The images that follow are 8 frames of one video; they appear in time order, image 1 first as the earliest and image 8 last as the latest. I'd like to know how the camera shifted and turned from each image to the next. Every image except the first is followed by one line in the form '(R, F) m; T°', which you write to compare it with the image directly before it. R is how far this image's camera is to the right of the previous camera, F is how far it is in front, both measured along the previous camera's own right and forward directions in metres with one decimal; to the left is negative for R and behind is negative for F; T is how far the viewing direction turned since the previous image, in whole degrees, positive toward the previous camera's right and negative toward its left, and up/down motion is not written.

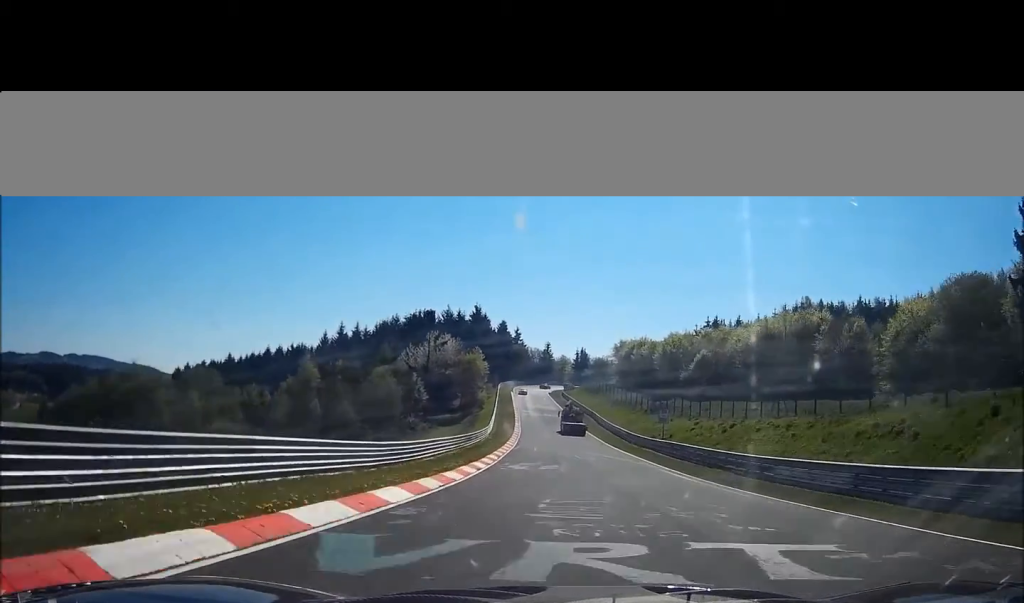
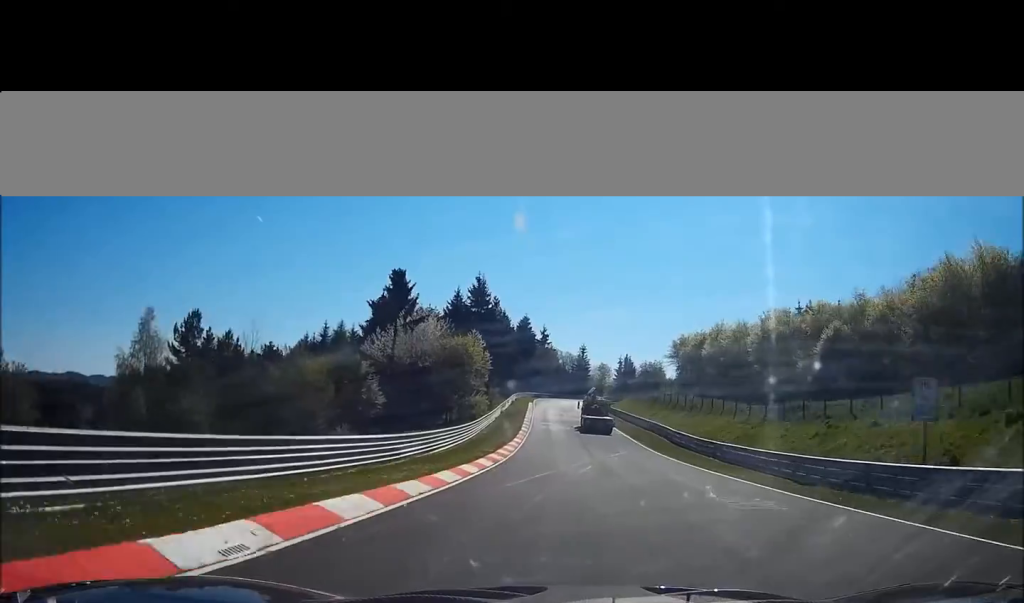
(-1.7, +50.1) m; -3°
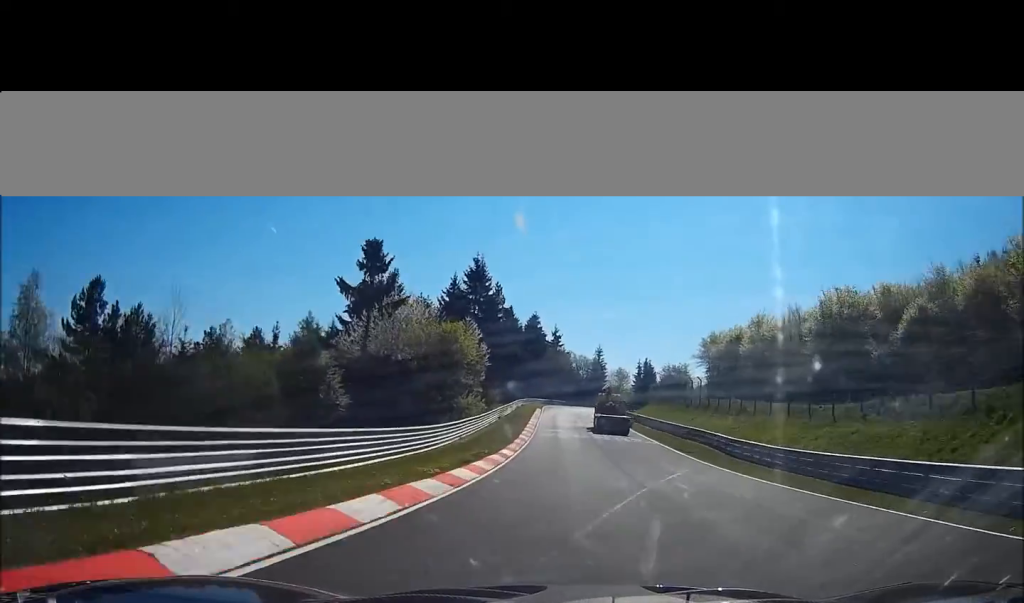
(0.0, +17.2) m; 0°
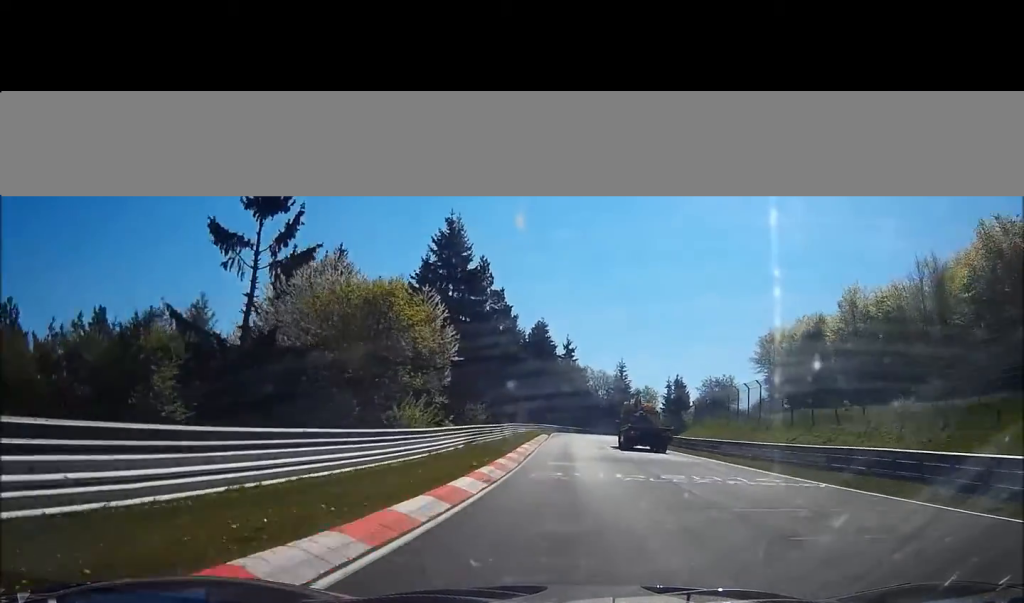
(0.0, +28.6) m; 0°
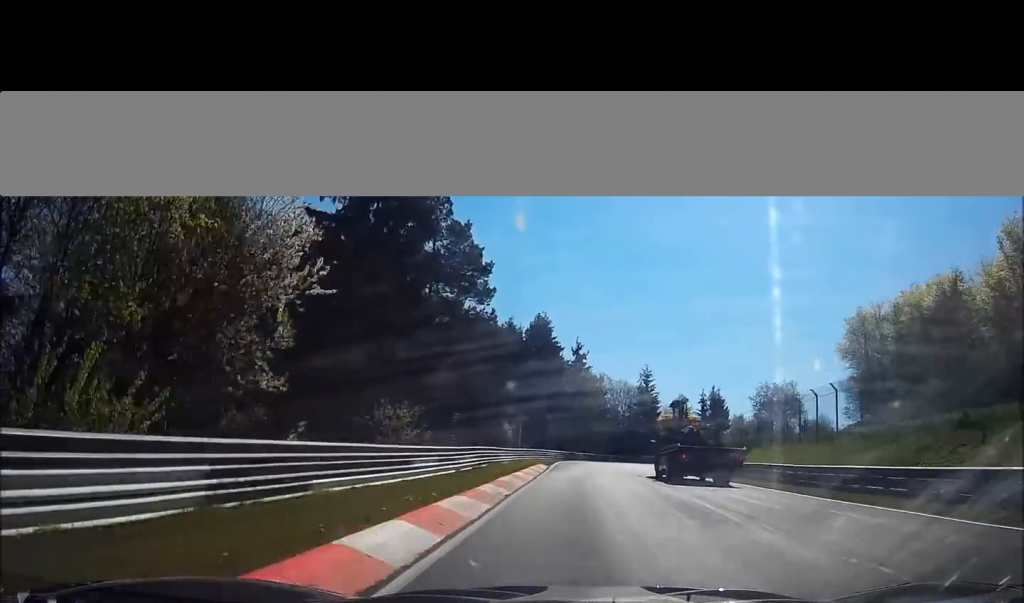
(0.0, +26.9) m; 0°
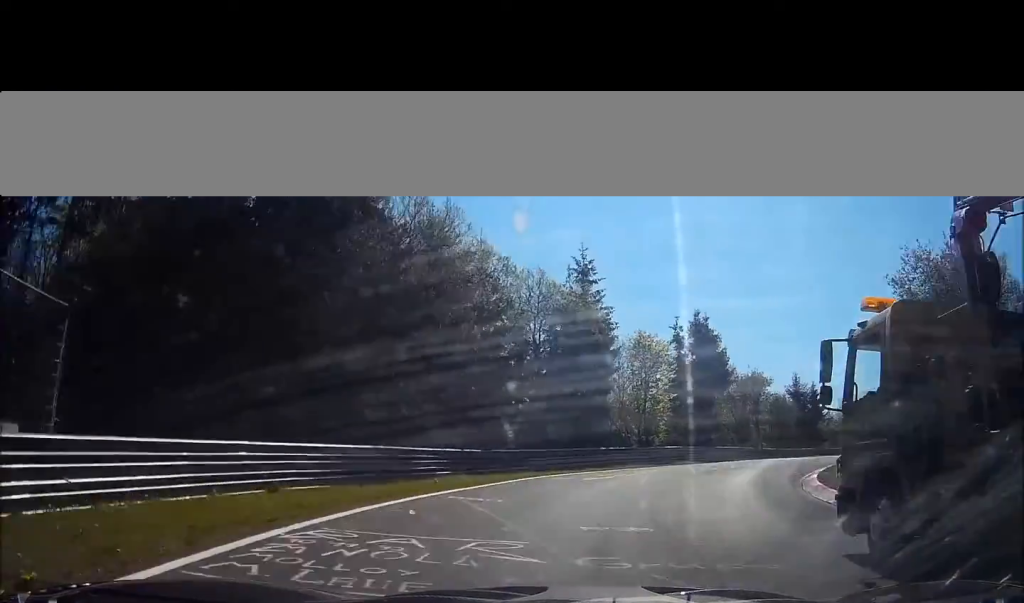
(+1.5, +54.1) m; +12°
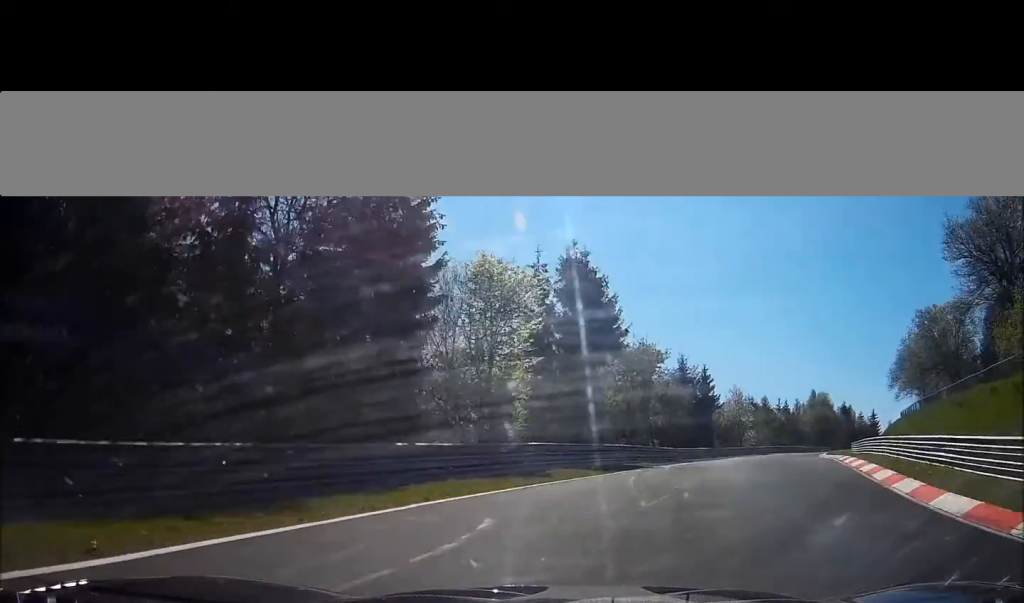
(+3.1, +19.9) m; +14°
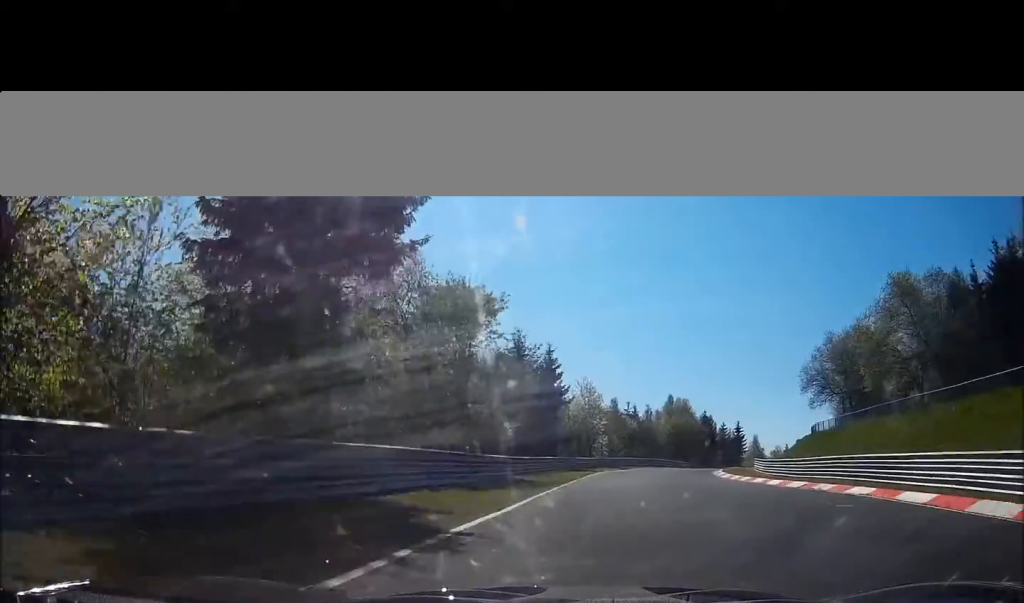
(+2.9, +21.5) m; +11°
